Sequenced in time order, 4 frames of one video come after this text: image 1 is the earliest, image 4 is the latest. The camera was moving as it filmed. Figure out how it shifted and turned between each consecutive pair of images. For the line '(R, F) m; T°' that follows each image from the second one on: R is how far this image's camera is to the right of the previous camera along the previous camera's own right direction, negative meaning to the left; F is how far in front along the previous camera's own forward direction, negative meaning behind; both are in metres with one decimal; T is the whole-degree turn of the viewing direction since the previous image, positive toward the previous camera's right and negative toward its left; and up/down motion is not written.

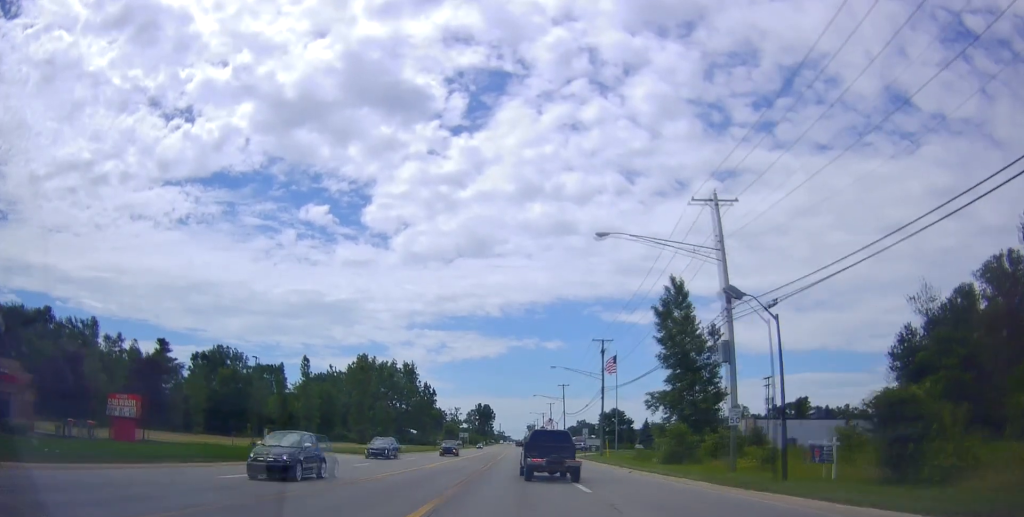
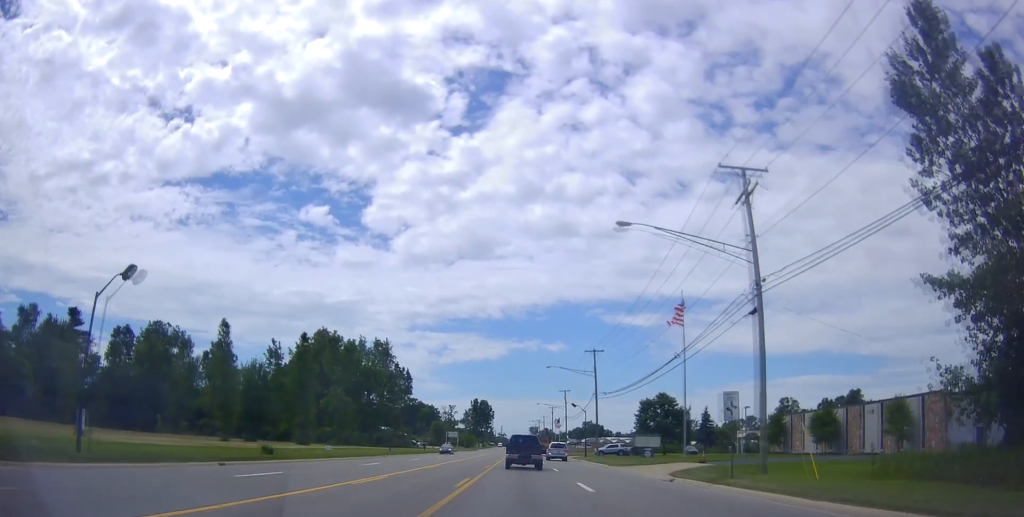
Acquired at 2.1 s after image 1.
(+0.6, +44.6) m; 0°
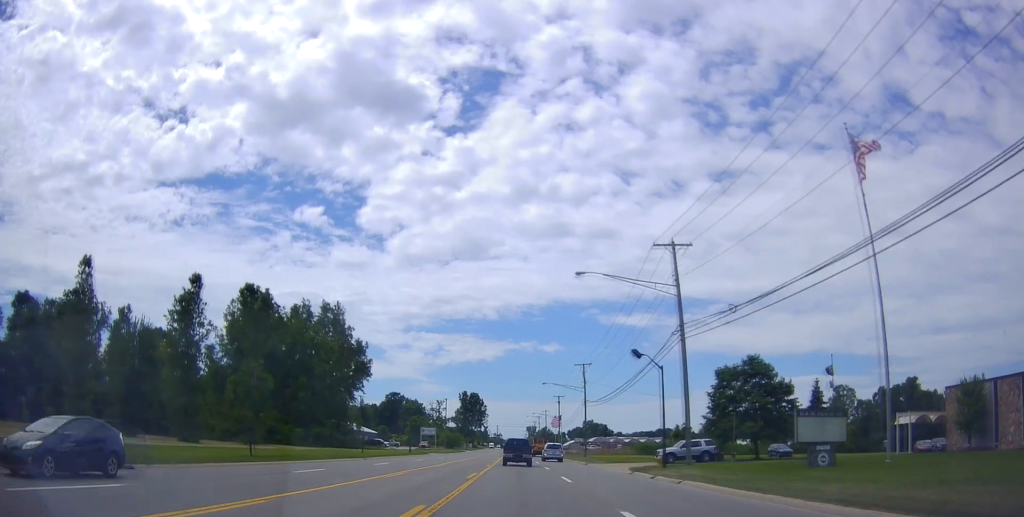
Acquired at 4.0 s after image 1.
(-0.9, +40.1) m; 0°
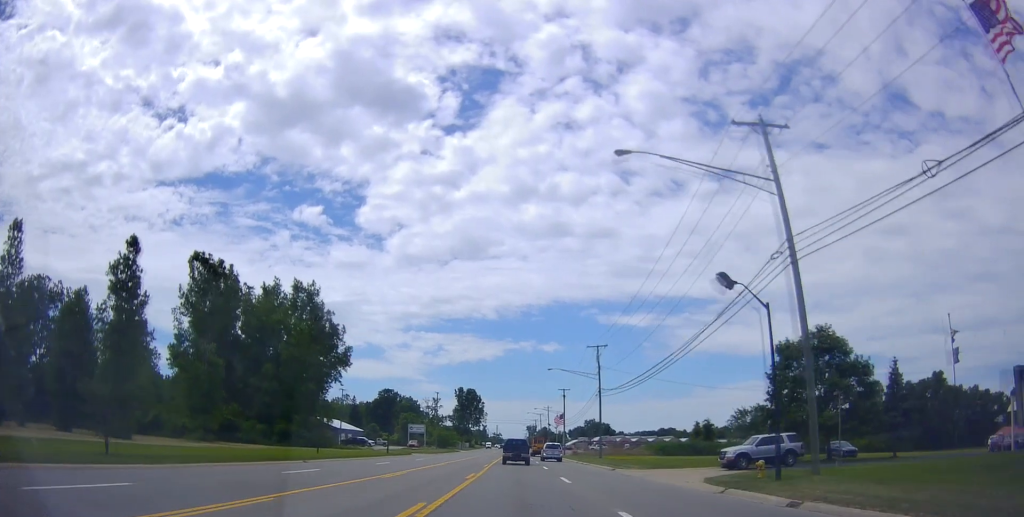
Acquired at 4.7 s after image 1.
(+0.4, +15.0) m; +1°
